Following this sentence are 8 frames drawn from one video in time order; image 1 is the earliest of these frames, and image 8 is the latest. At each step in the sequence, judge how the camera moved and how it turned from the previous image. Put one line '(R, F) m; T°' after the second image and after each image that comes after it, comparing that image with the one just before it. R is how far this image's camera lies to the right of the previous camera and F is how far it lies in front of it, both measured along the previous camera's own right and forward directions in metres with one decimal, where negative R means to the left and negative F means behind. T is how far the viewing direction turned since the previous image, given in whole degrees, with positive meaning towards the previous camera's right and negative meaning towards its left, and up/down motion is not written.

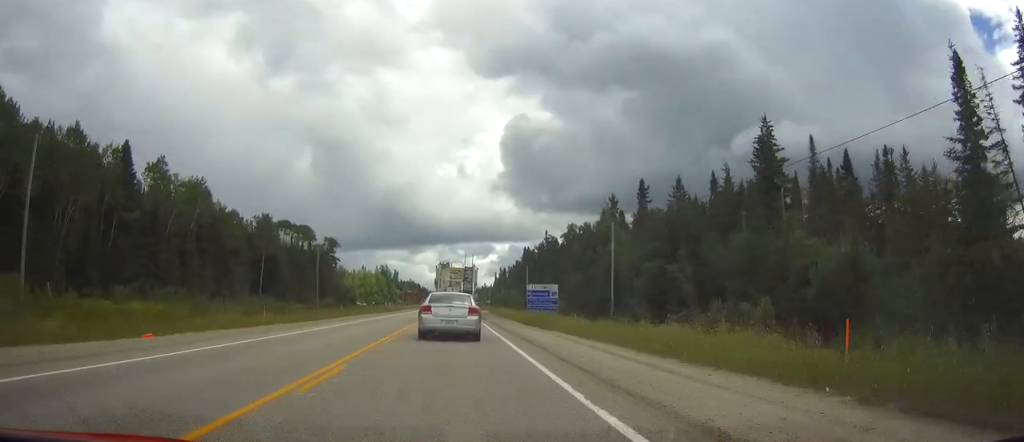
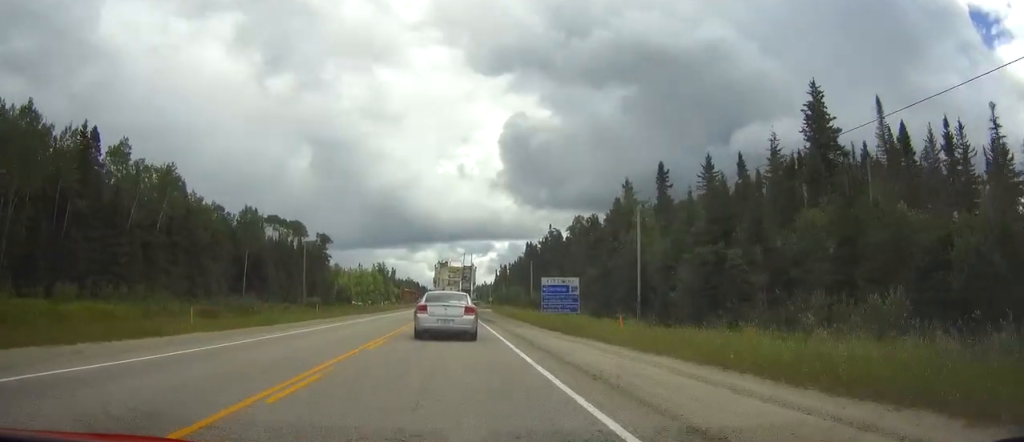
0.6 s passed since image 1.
(0.0, +10.0) m; -1°
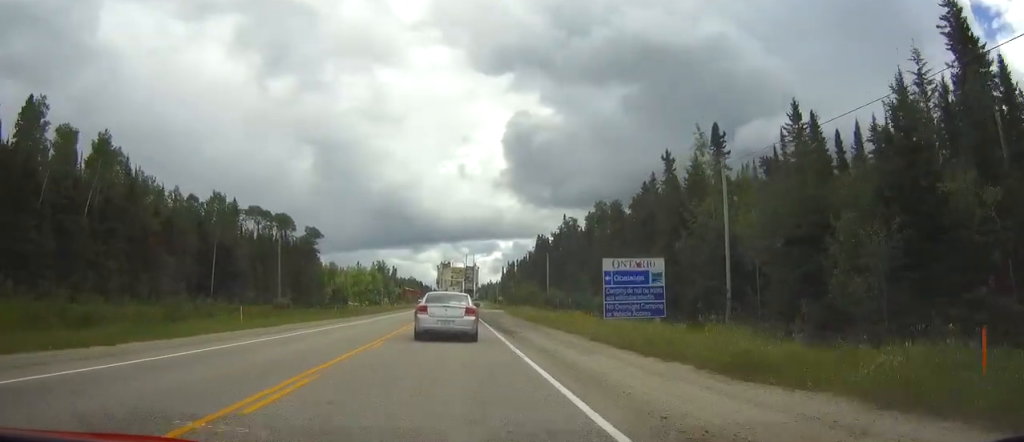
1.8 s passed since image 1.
(-0.1, +18.5) m; 0°
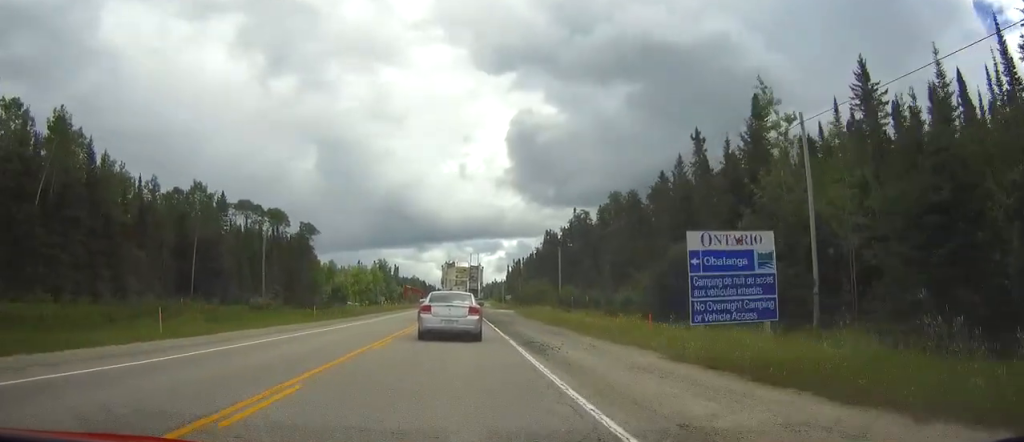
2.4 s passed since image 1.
(0.0, +9.5) m; 0°
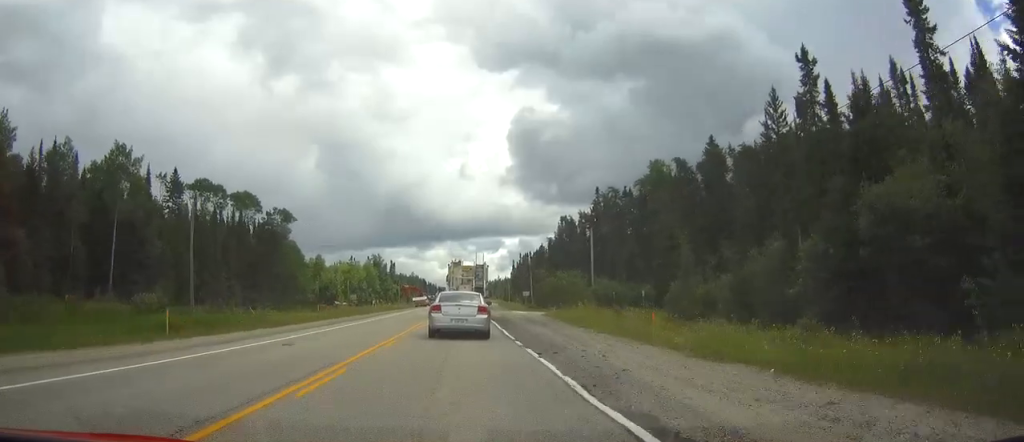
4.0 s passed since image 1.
(-0.1, +24.5) m; 0°
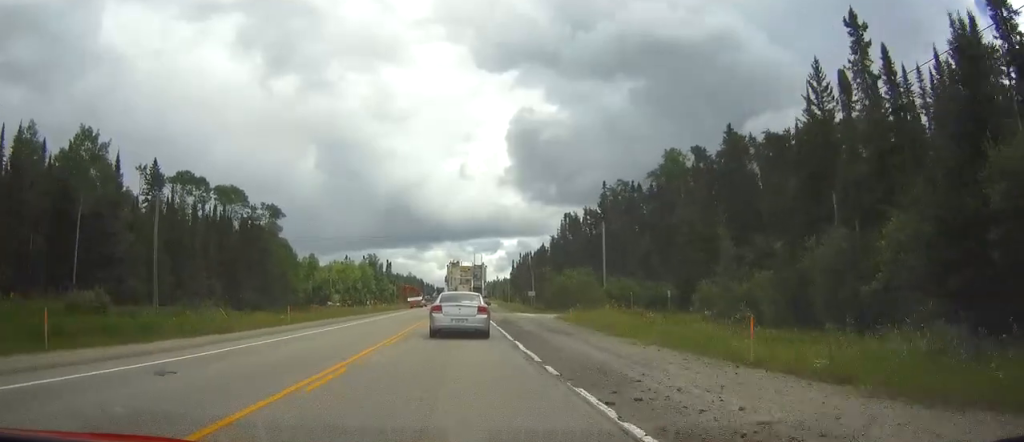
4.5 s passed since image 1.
(0.0, +7.7) m; 0°
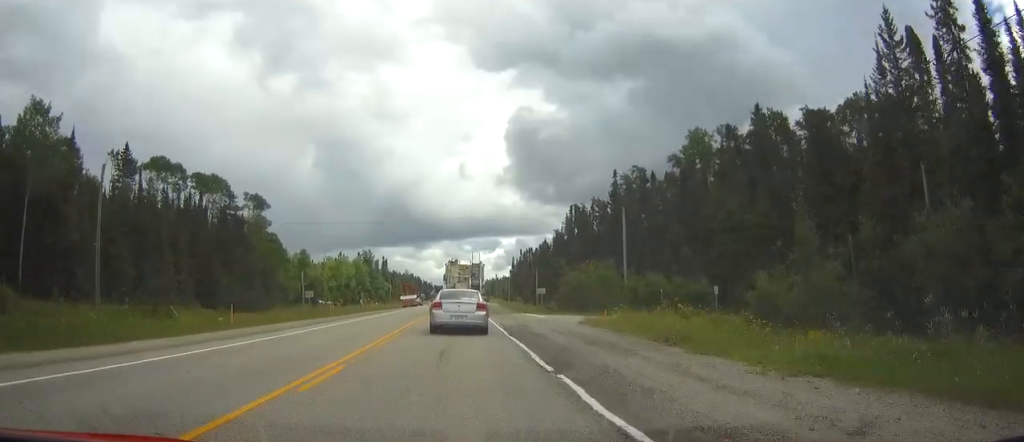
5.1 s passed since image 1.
(0.0, +9.7) m; 0°
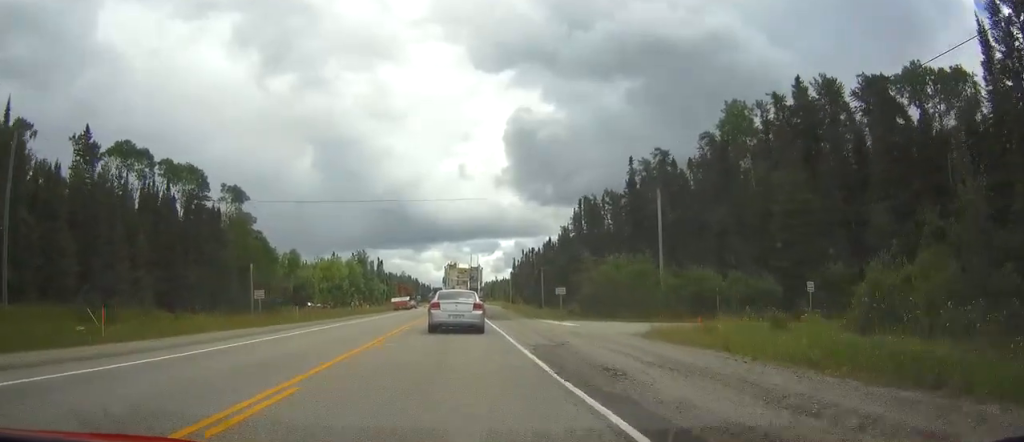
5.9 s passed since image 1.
(0.0, +11.7) m; 0°
